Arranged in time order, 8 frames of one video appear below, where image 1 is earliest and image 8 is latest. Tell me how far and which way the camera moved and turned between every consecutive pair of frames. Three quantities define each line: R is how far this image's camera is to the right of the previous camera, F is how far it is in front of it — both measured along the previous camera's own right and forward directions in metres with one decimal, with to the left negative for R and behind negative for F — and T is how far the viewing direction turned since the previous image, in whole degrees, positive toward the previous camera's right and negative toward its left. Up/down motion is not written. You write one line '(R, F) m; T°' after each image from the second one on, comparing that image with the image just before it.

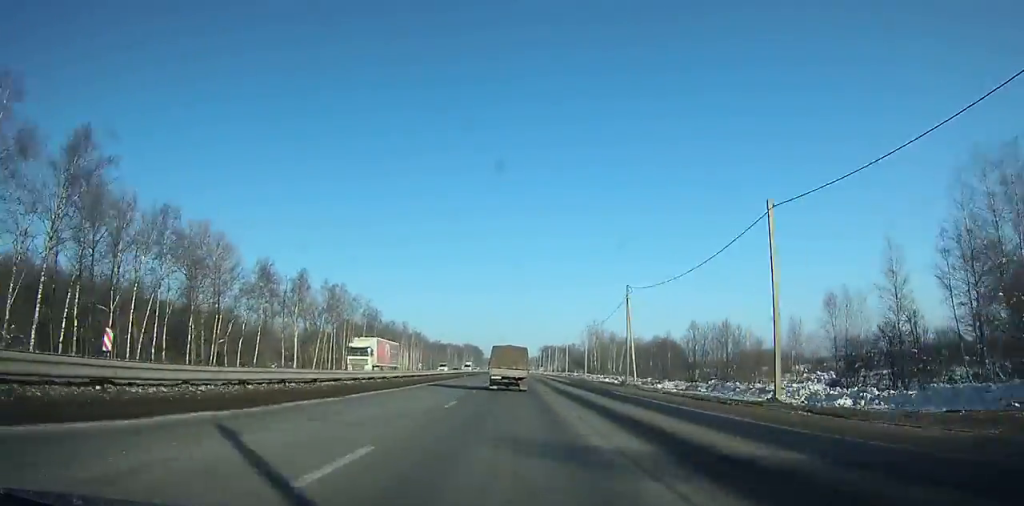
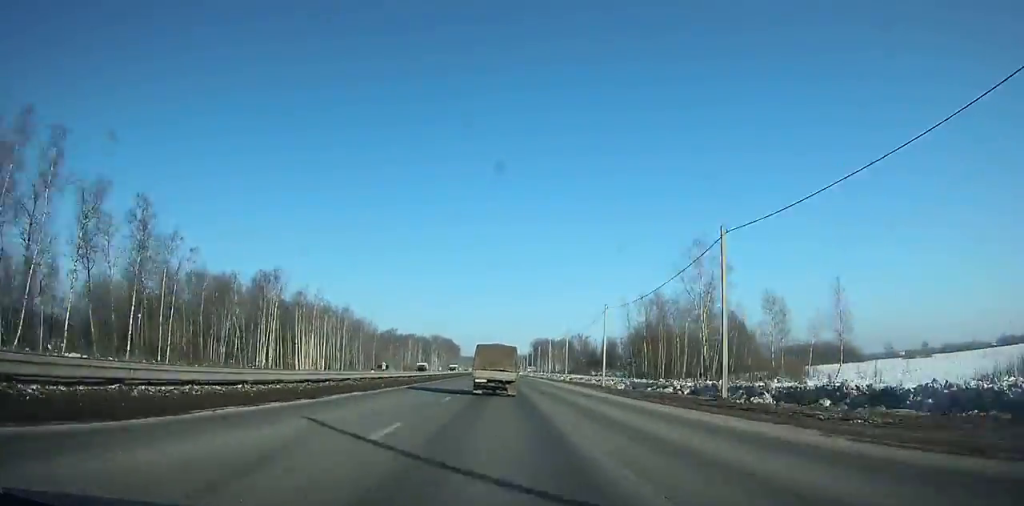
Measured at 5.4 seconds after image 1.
(+1.5, +116.3) m; +1°
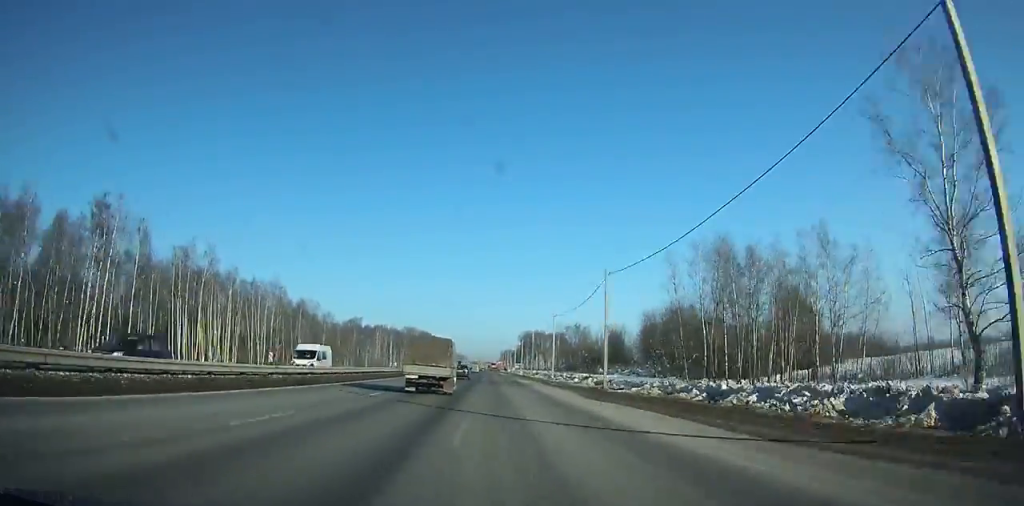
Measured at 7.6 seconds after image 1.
(-0.2, +46.1) m; -1°
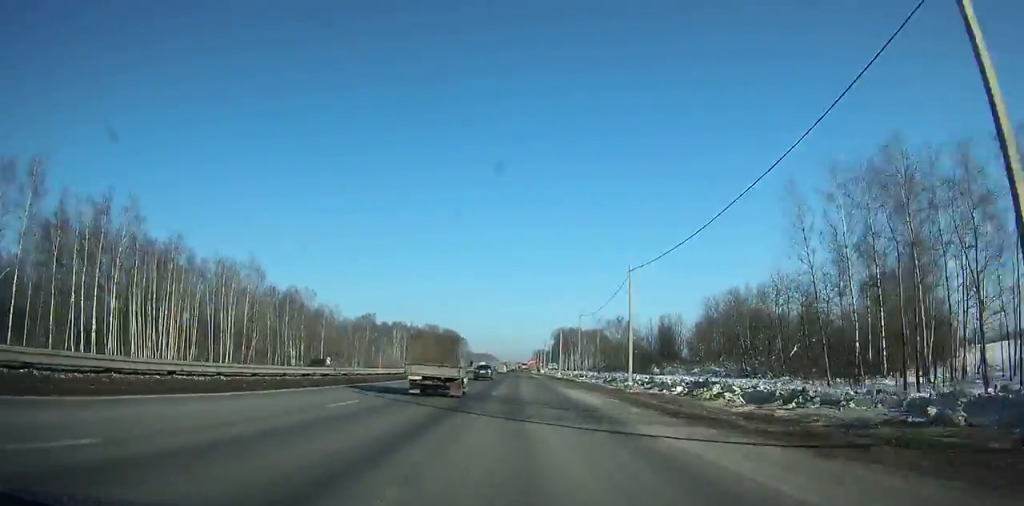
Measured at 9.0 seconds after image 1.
(0.0, +29.1) m; -1°
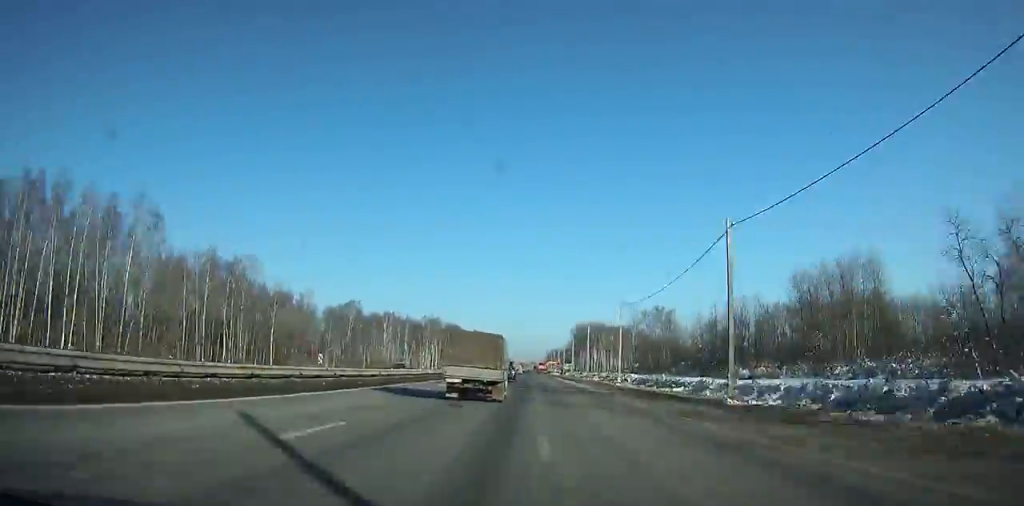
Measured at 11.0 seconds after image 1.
(-0.4, +39.8) m; 0°
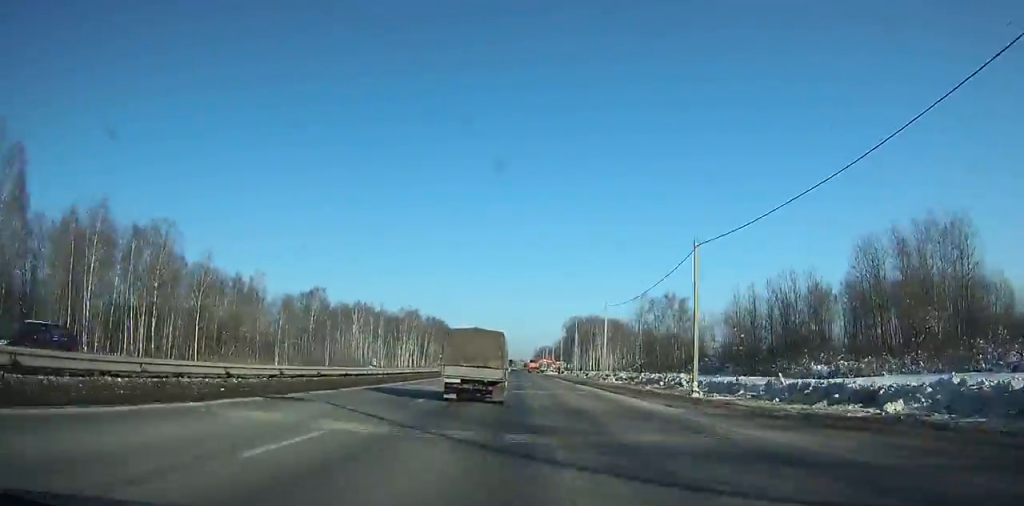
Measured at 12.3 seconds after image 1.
(-0.1, +25.5) m; 0°
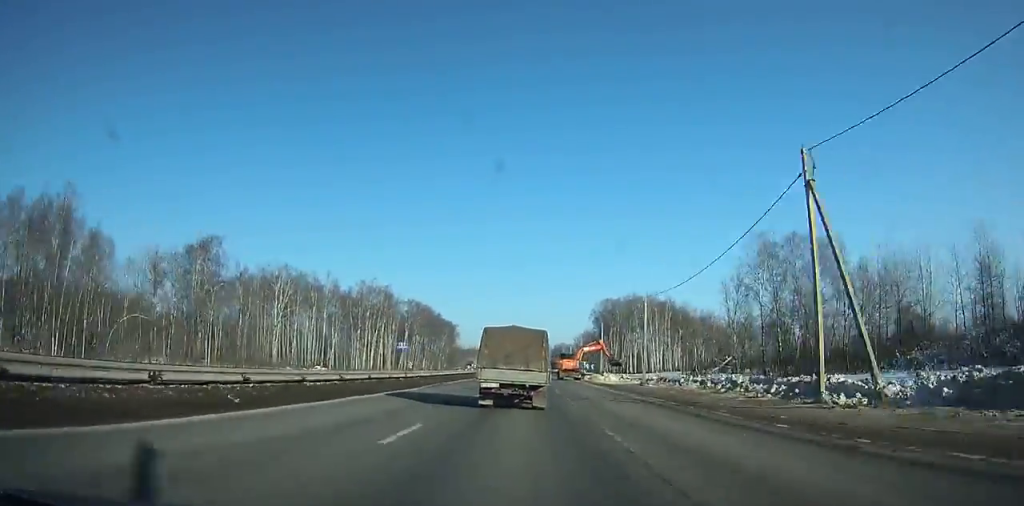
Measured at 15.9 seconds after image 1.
(+1.5, +67.7) m; +2°
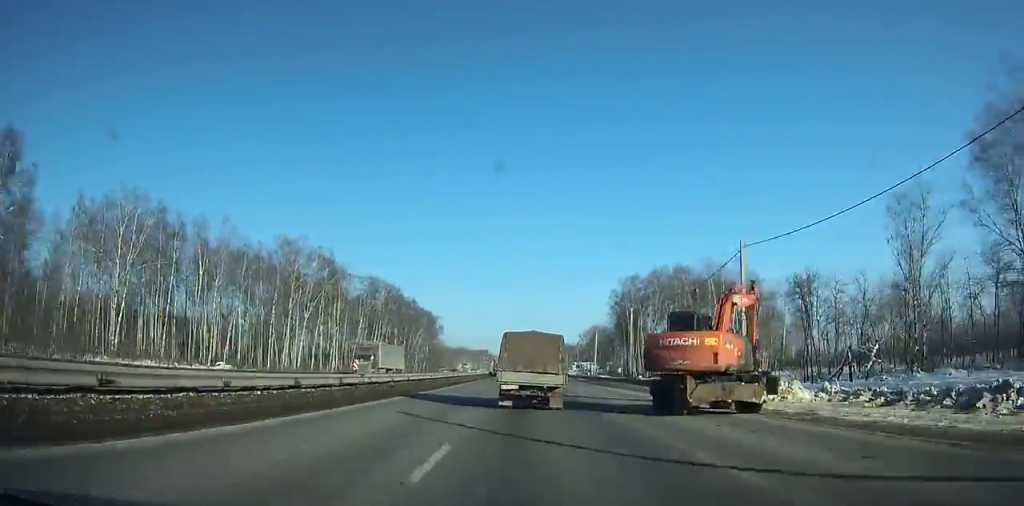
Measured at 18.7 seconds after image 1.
(+1.1, +51.6) m; -2°
